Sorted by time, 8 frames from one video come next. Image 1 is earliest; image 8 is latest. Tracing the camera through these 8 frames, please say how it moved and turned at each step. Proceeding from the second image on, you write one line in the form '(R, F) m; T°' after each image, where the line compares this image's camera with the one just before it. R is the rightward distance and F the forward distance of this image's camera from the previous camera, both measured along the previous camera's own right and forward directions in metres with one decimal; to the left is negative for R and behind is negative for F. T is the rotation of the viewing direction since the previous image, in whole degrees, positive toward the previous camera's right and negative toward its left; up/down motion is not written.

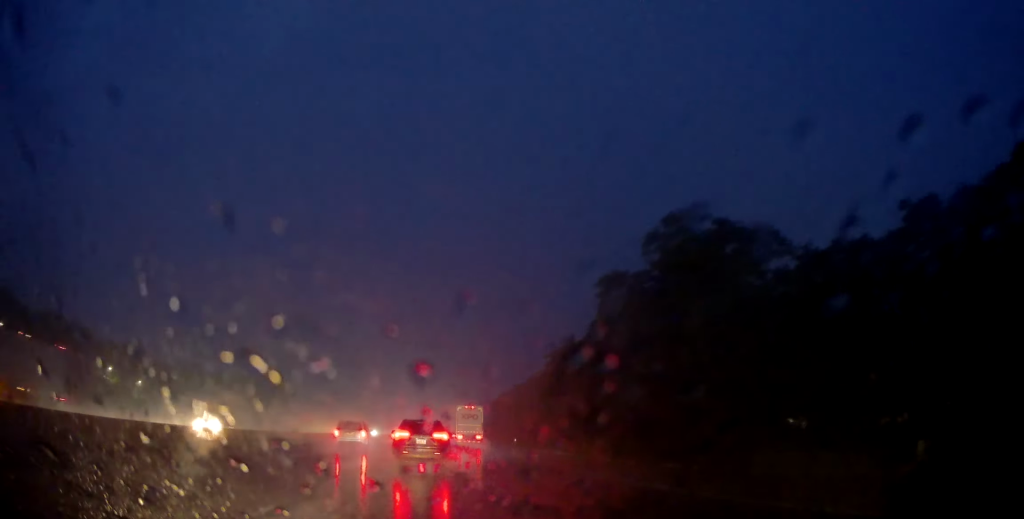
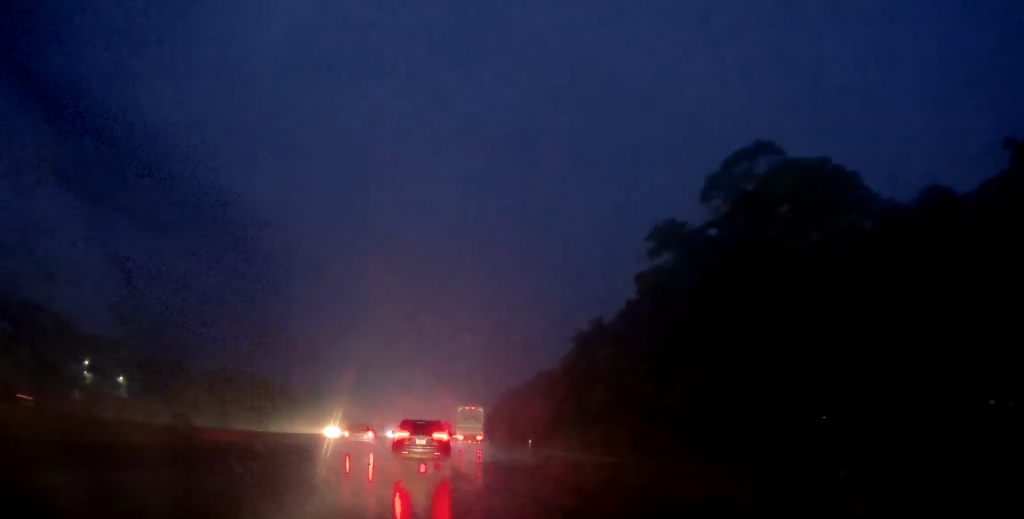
(0.0, +11.2) m; 0°
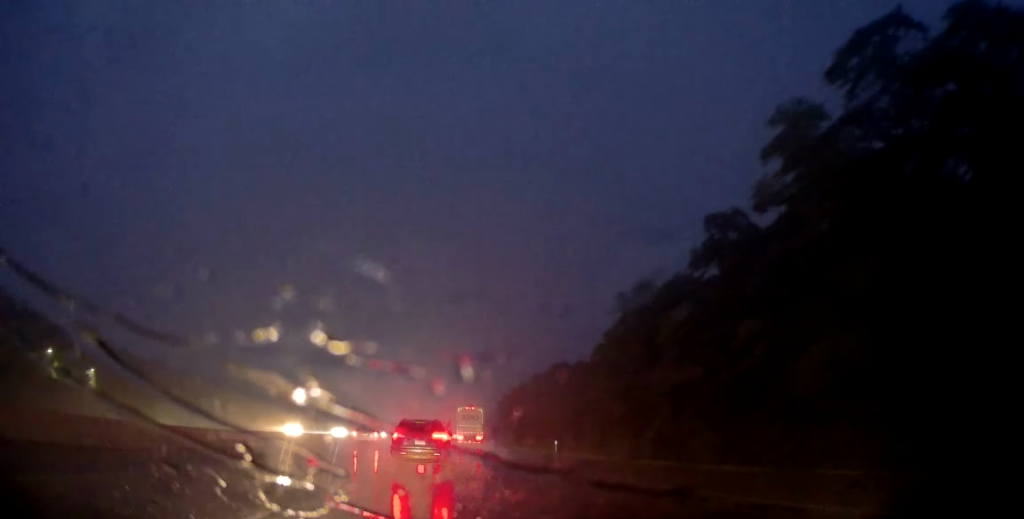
(0.0, +14.0) m; 0°
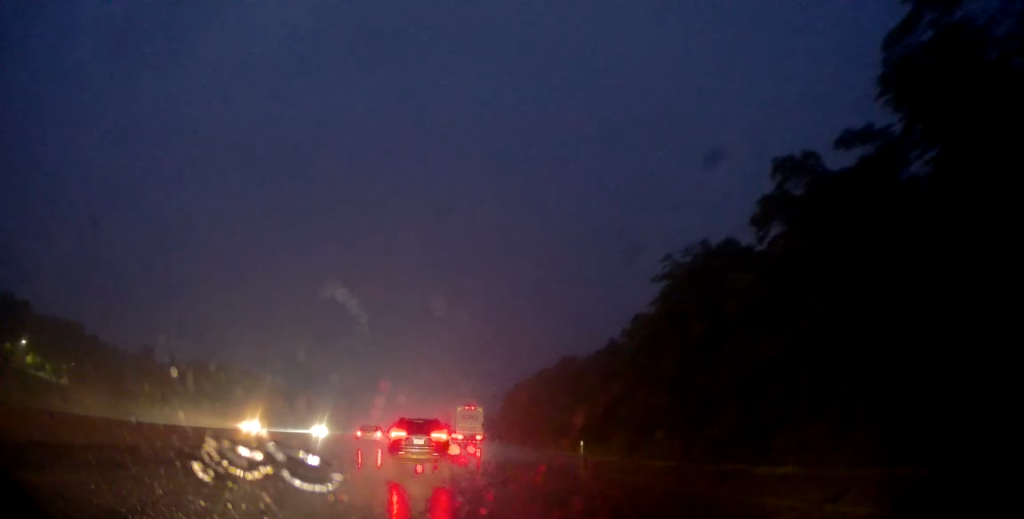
(+0.1, +8.9) m; -1°
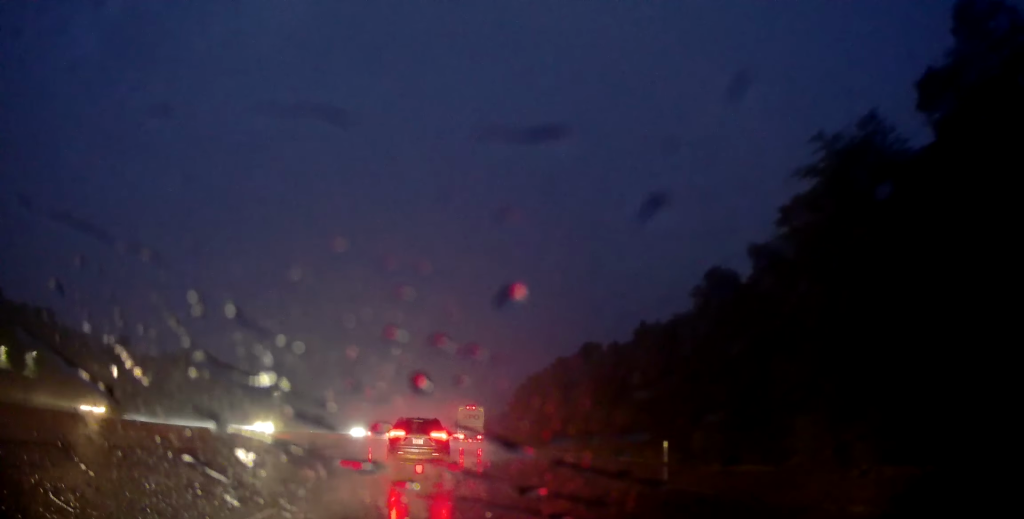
(-0.4, +15.2) m; 0°
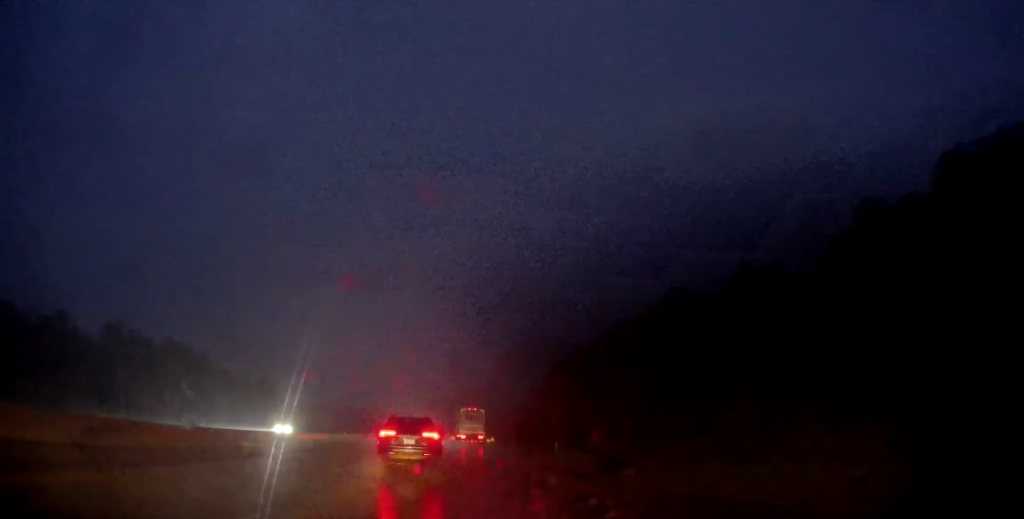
(+1.0, +32.7) m; 0°
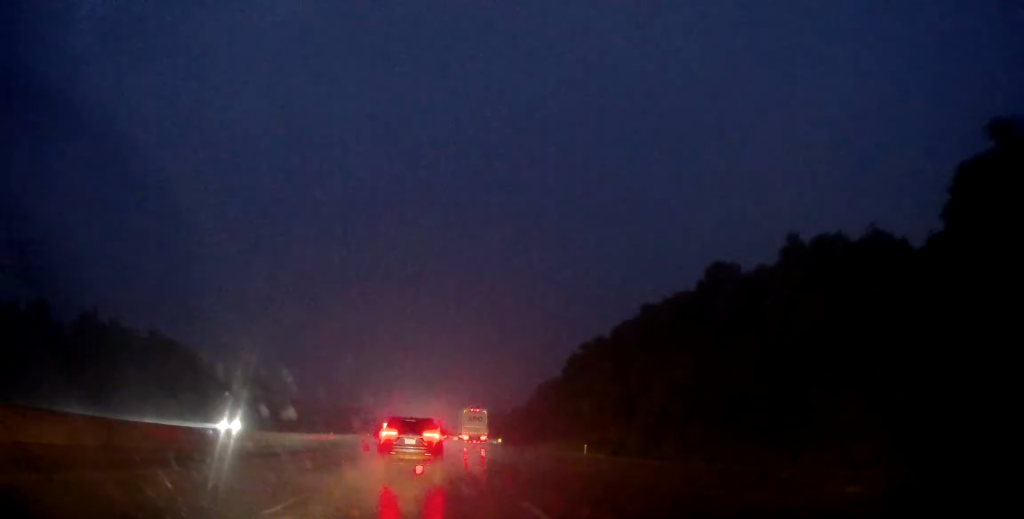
(-0.4, +9.4) m; 0°
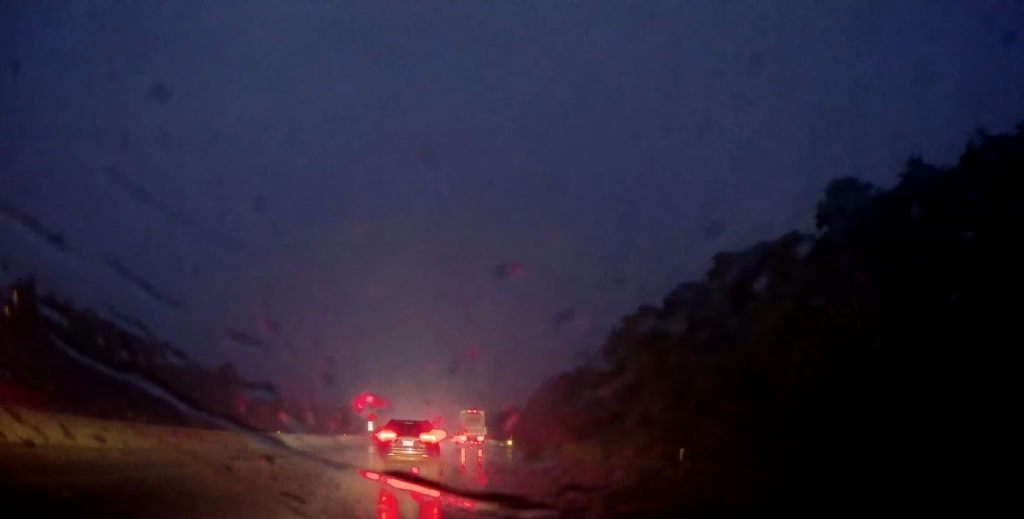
(+0.5, +17.6) m; 0°
